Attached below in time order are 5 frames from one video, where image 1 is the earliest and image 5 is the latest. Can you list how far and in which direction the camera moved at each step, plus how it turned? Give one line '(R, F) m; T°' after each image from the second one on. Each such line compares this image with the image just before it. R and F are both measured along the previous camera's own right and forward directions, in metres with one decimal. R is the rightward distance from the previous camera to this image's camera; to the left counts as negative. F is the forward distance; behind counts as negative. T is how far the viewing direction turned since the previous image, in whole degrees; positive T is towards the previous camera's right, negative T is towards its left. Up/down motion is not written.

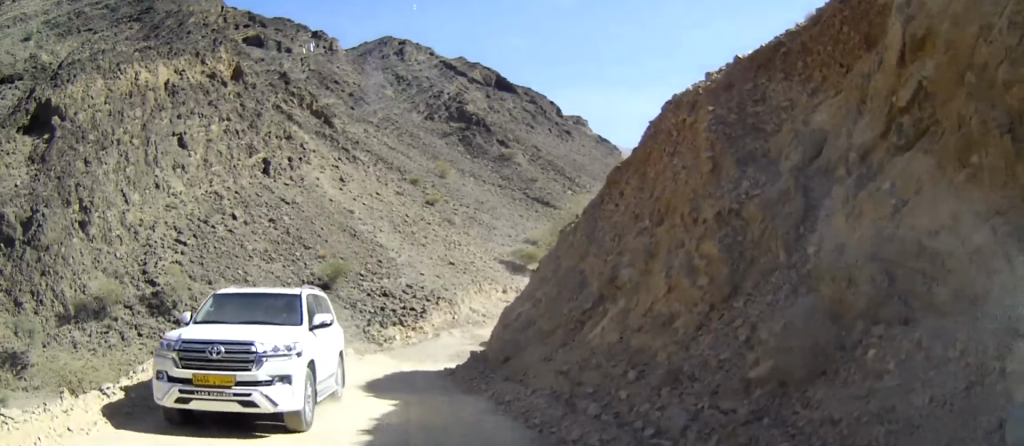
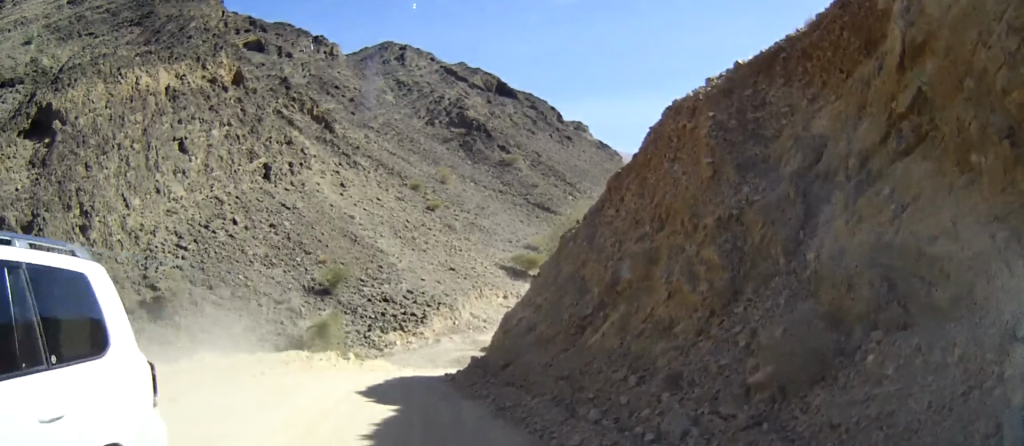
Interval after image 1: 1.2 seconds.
(-0.1, +0.4) m; 0°
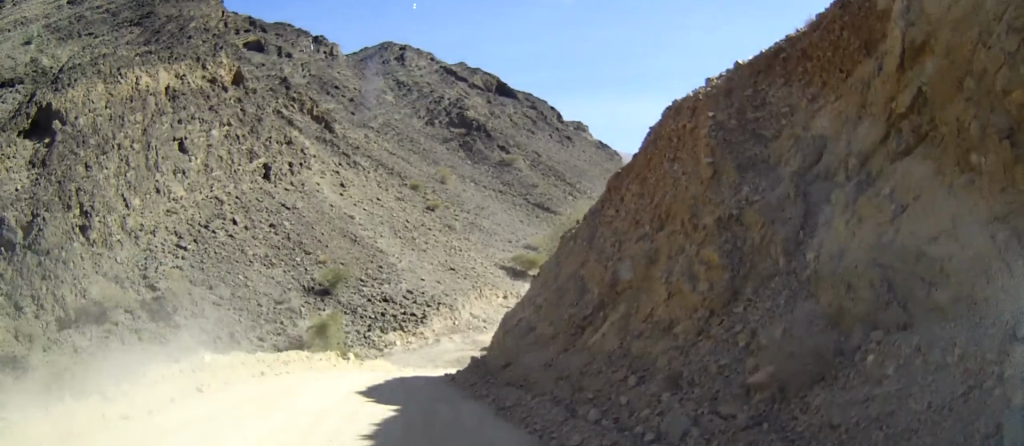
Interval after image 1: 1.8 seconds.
(0.0, 0.0) m; 0°
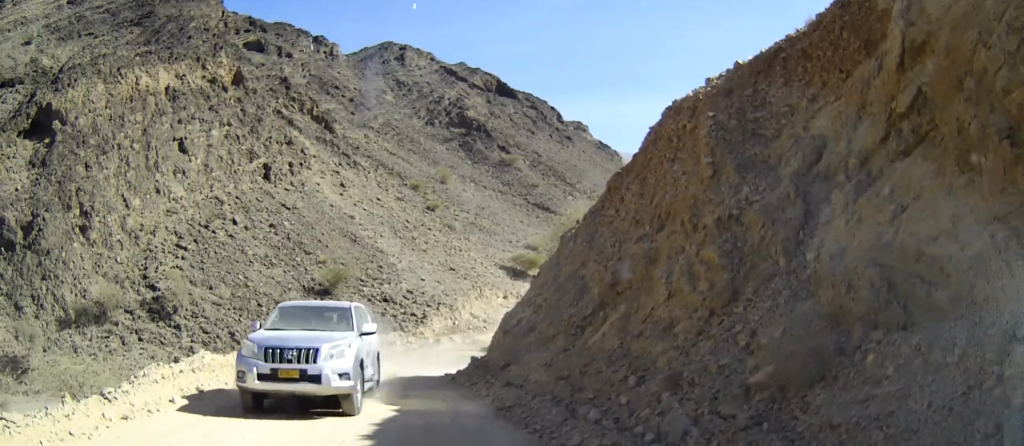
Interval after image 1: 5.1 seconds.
(-0.1, +0.2) m; 0°
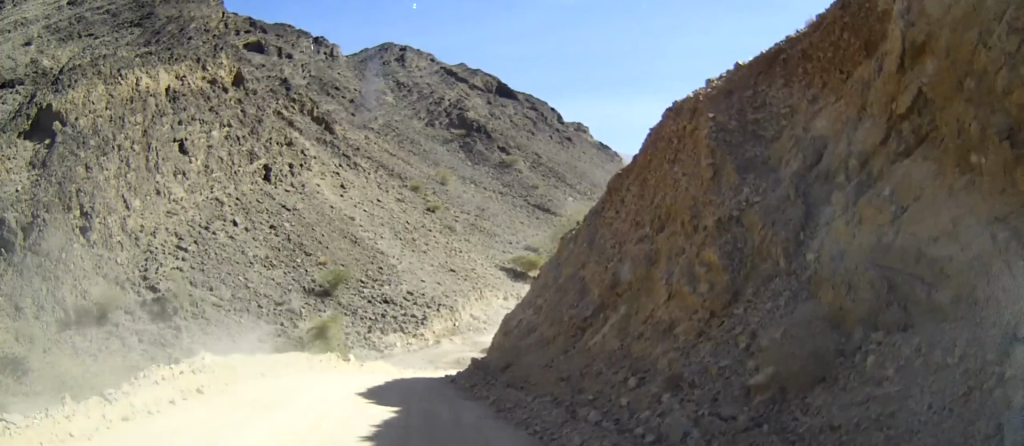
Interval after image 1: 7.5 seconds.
(0.0, 0.0) m; 0°
